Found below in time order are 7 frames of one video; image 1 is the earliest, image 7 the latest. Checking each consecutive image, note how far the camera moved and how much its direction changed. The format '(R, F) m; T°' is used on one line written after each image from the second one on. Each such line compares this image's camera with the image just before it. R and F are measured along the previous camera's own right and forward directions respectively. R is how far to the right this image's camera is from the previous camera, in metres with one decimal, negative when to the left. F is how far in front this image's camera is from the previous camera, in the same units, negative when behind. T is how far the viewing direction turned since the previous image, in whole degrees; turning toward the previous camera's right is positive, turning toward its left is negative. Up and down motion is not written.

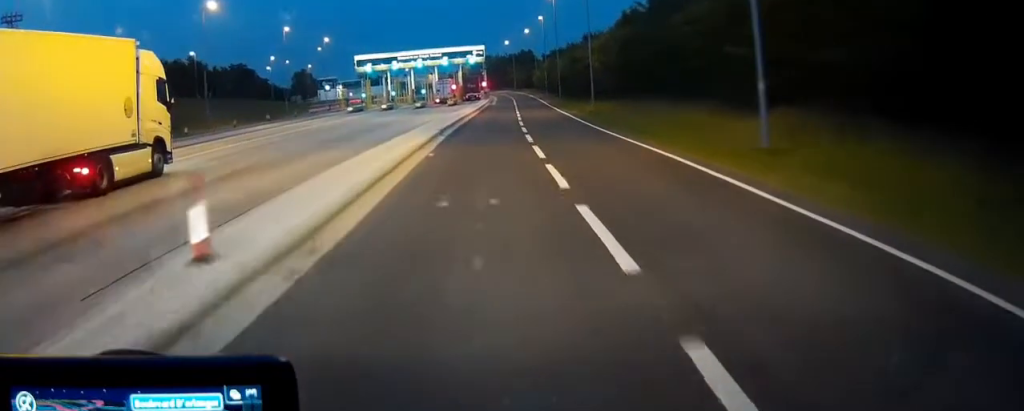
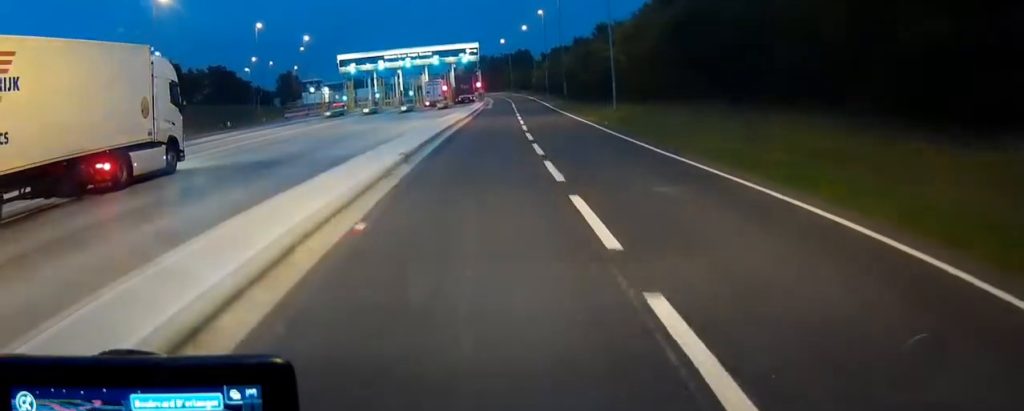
(0.0, +11.1) m; 0°
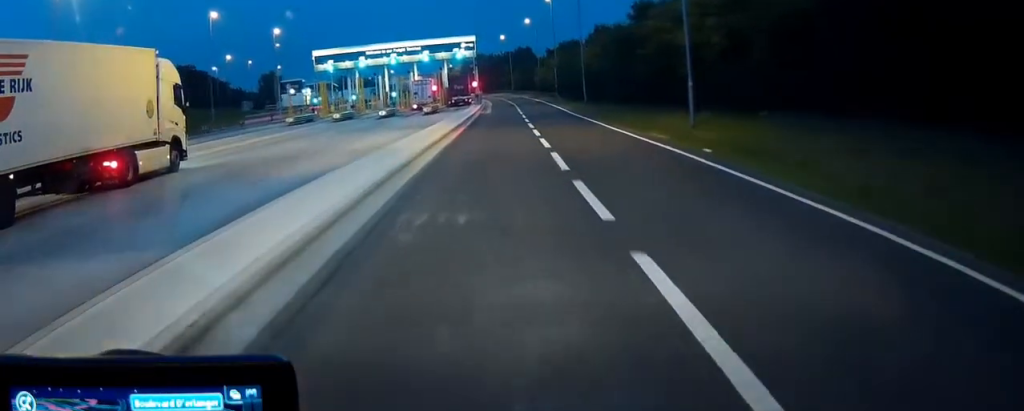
(+0.1, +16.2) m; +1°
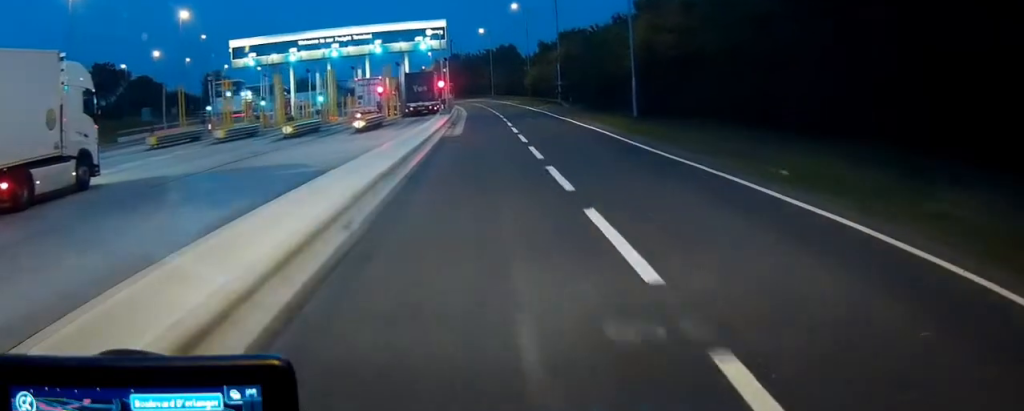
(+0.5, +27.1) m; +2°
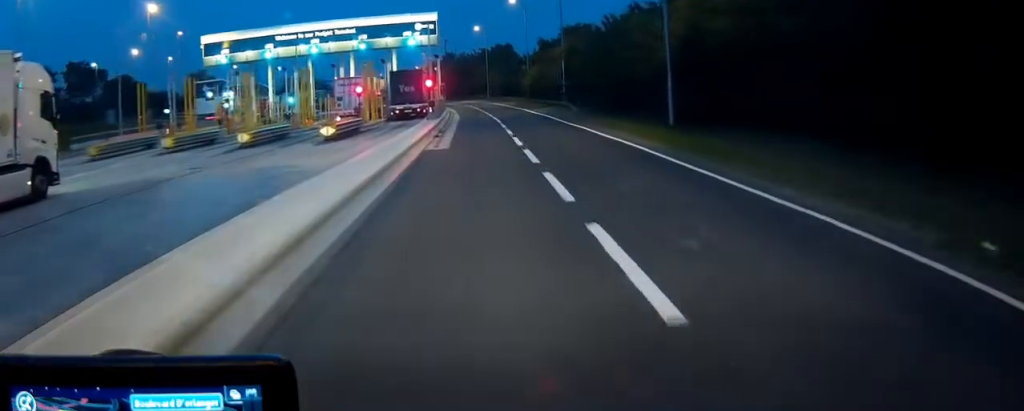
(0.0, +7.3) m; 0°
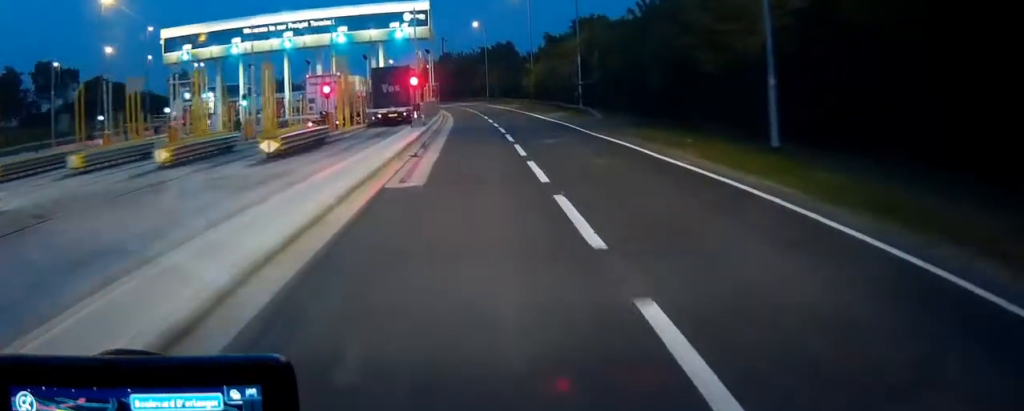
(0.0, +9.6) m; 0°
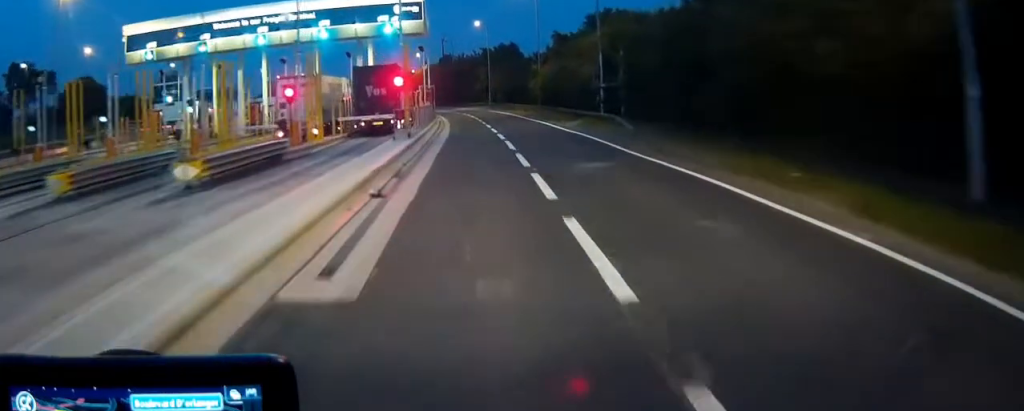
(0.0, +7.7) m; 0°
